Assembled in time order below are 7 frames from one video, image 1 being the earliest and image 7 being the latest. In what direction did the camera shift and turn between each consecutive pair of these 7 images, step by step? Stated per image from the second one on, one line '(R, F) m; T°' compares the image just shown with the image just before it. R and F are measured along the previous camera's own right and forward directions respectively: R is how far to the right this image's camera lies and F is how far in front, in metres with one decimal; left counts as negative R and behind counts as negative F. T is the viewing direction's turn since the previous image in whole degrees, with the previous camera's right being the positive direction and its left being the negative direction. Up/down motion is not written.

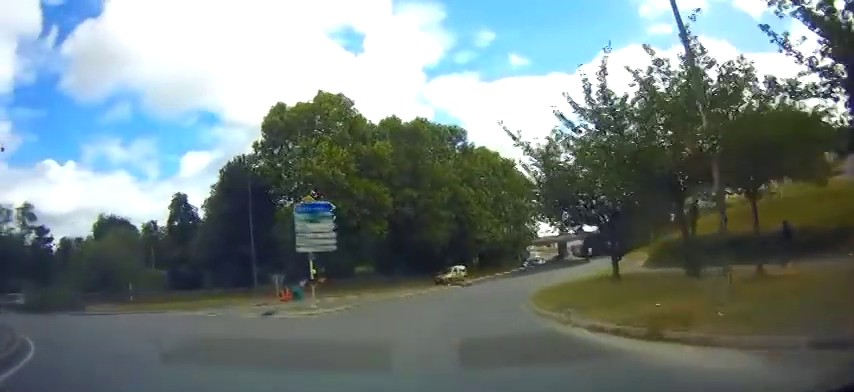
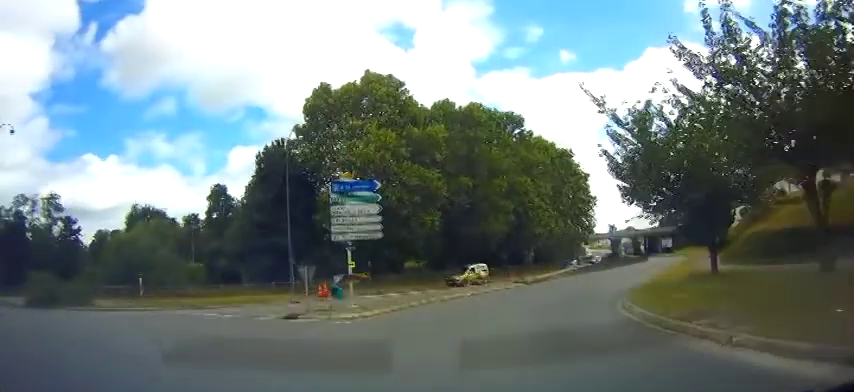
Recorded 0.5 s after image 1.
(-0.3, +4.5) m; 0°
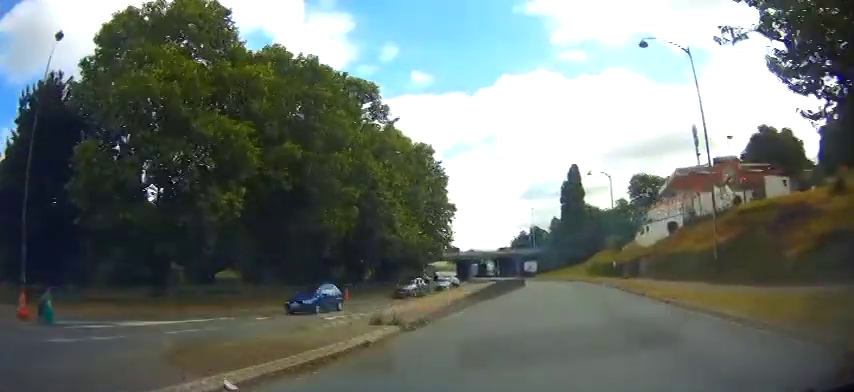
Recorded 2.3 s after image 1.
(+1.2, +16.4) m; +14°
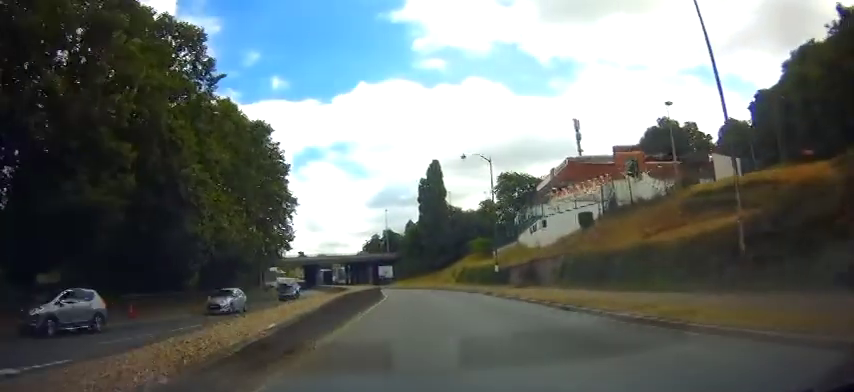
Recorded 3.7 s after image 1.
(+1.6, +12.2) m; +12°
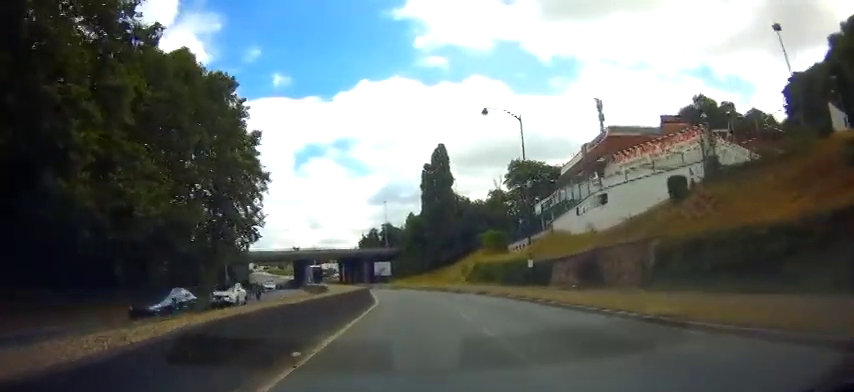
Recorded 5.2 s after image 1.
(+0.8, +12.9) m; +3°
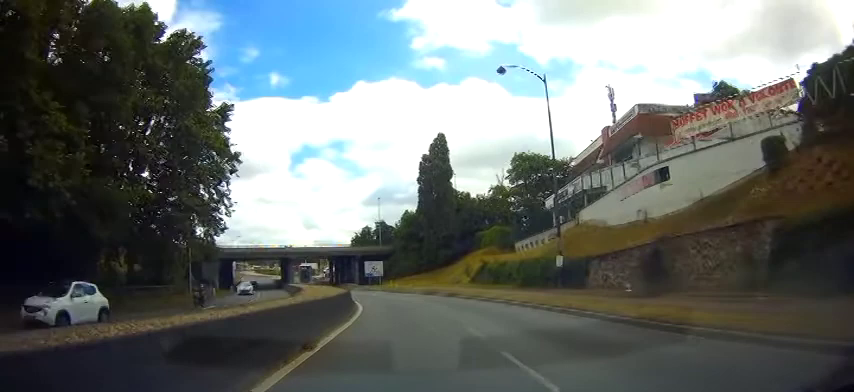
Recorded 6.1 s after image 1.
(-0.3, +7.9) m; 0°
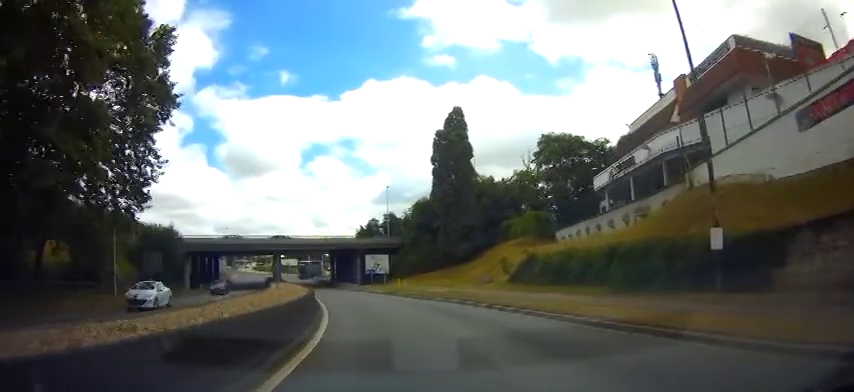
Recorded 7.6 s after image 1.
(+0.2, +13.7) m; -2°
